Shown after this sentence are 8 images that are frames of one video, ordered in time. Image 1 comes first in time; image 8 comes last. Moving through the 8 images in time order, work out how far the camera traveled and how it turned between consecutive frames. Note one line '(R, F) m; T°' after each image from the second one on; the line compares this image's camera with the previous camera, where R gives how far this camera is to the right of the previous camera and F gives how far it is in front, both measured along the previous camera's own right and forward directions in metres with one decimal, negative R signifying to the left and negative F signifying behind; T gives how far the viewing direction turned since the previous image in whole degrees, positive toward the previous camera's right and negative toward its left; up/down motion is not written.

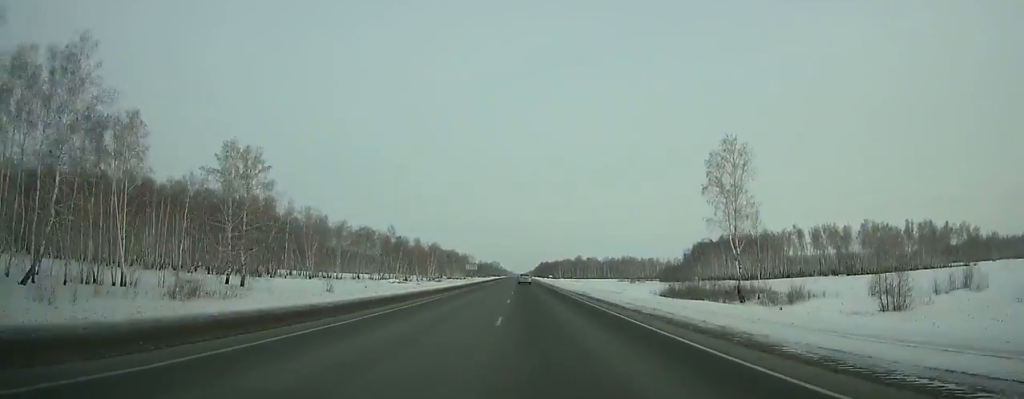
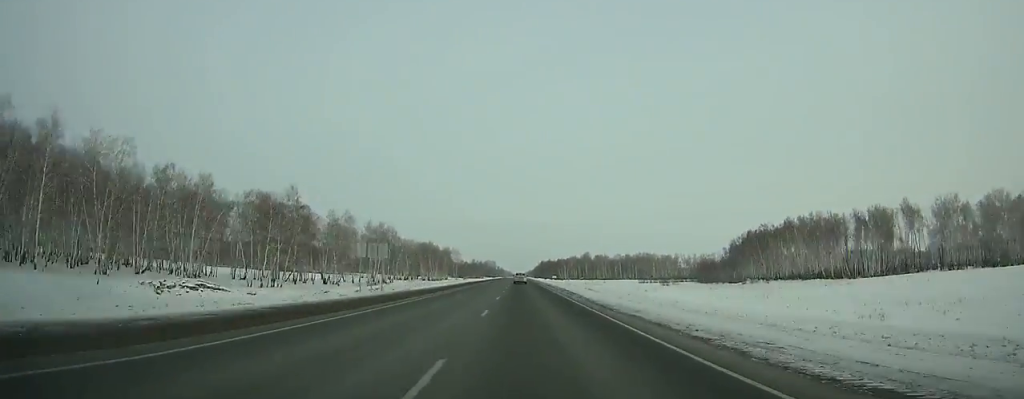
(+0.2, +81.5) m; 0°
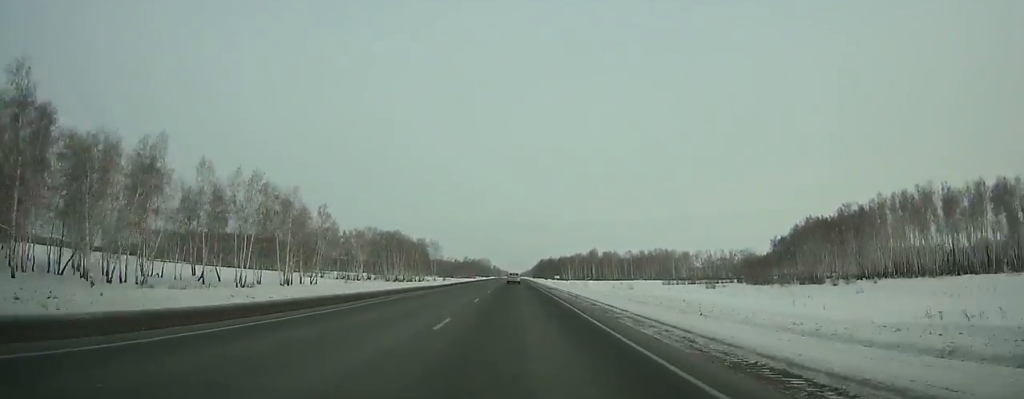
(+0.3, +65.4) m; 0°
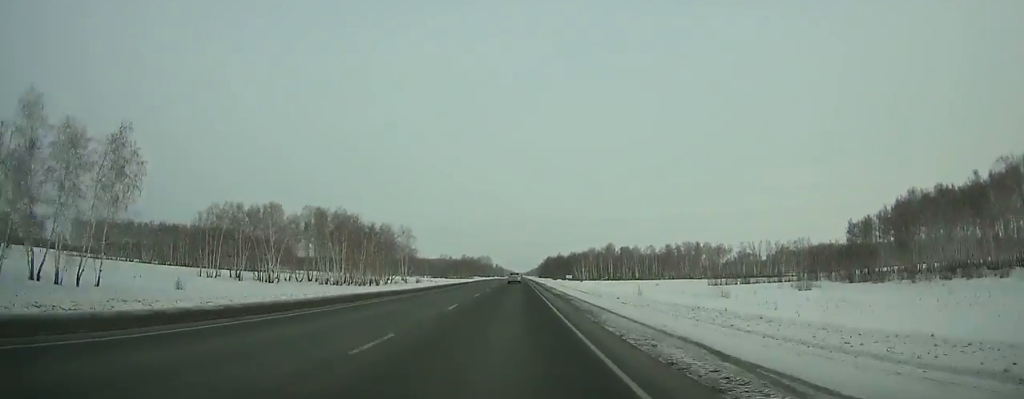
(+0.1, +64.9) m; 0°
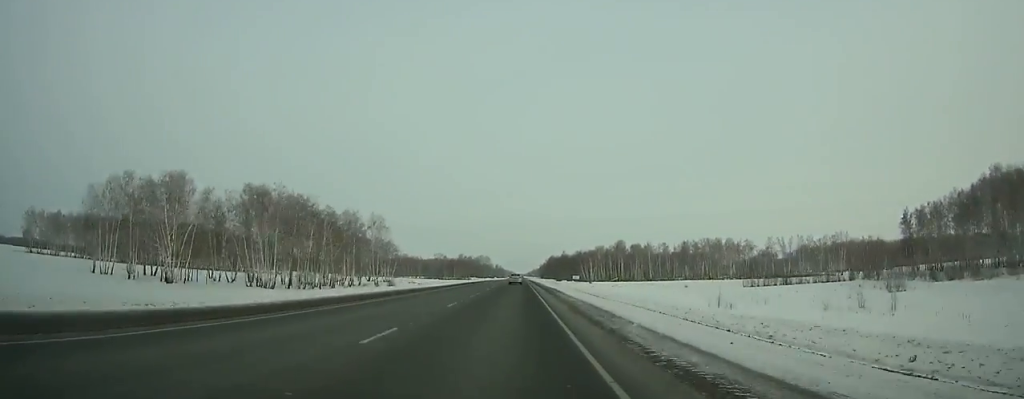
(-0.1, +35.2) m; 0°
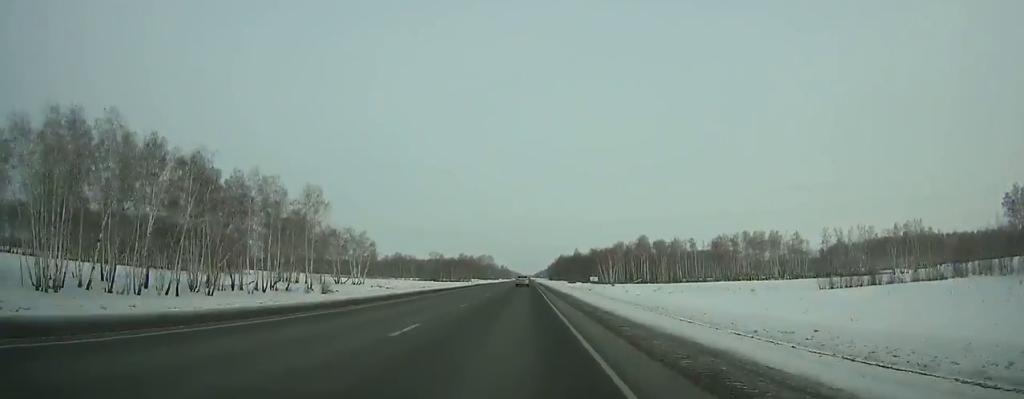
(-0.1, +46.9) m; 0°
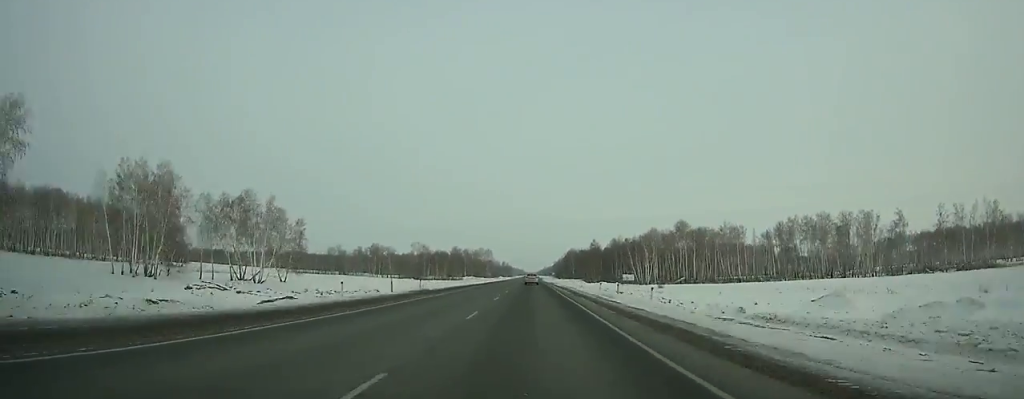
(-0.5, +67.3) m; 0°
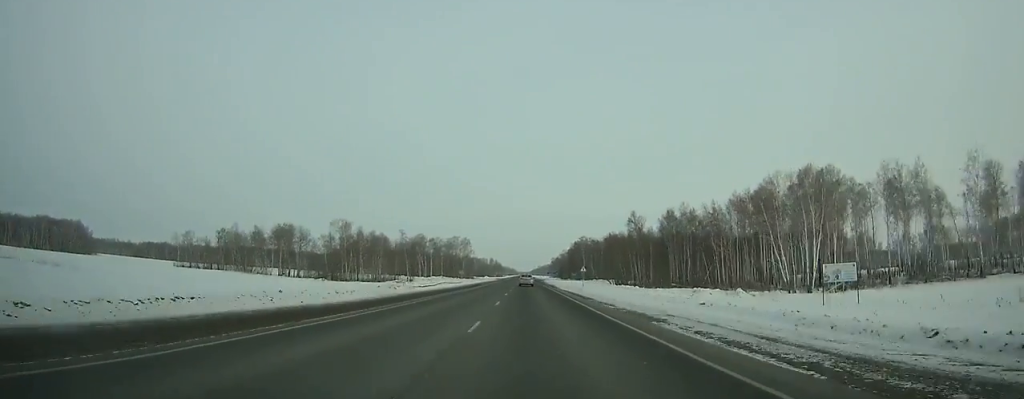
(+0.4, +111.2) m; 0°
